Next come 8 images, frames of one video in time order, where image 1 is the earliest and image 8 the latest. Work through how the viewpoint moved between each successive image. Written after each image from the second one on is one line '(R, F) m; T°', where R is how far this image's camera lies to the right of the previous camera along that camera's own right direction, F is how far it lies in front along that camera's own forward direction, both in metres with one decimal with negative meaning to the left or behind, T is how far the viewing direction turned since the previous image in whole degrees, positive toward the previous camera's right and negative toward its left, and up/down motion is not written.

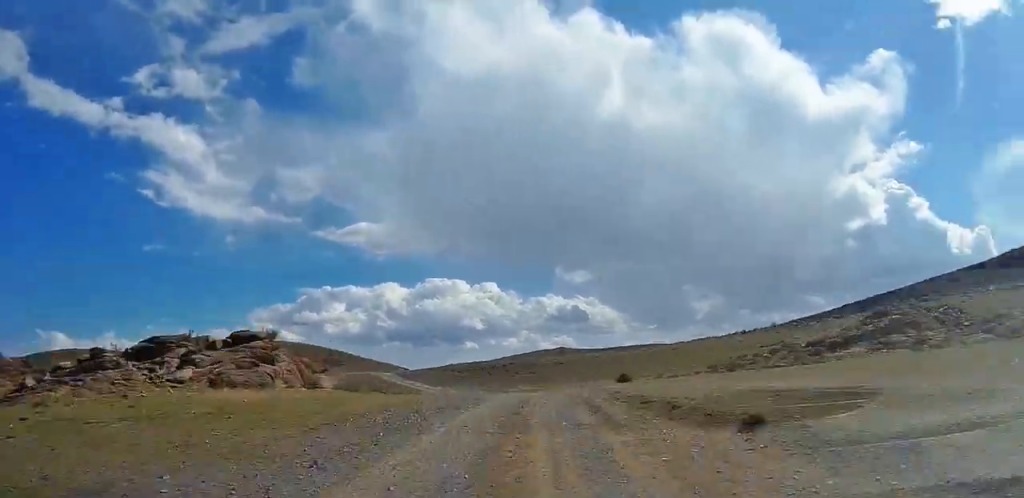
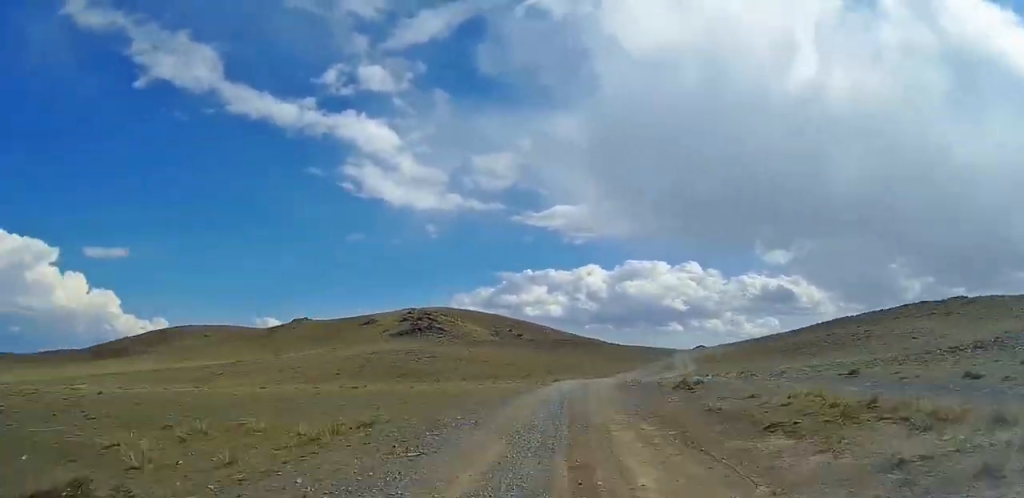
(-3.8, +158.3) m; +4°
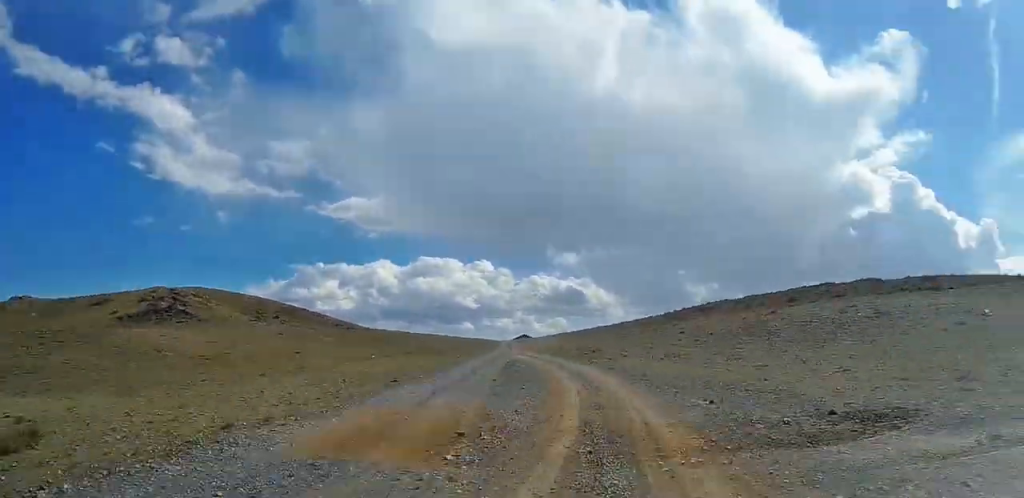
(+3.0, +43.1) m; +4°
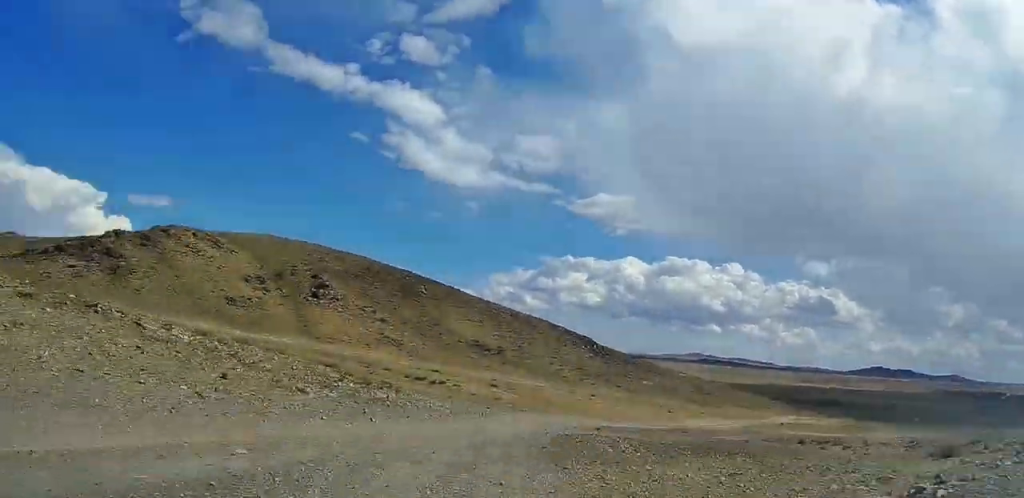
(-1.6, +95.7) m; 0°
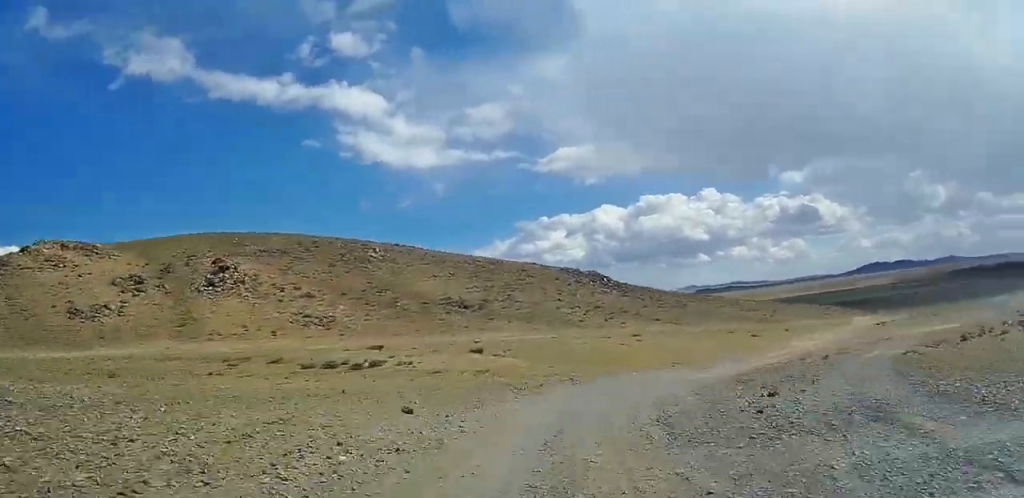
(-5.1, +47.0) m; +7°
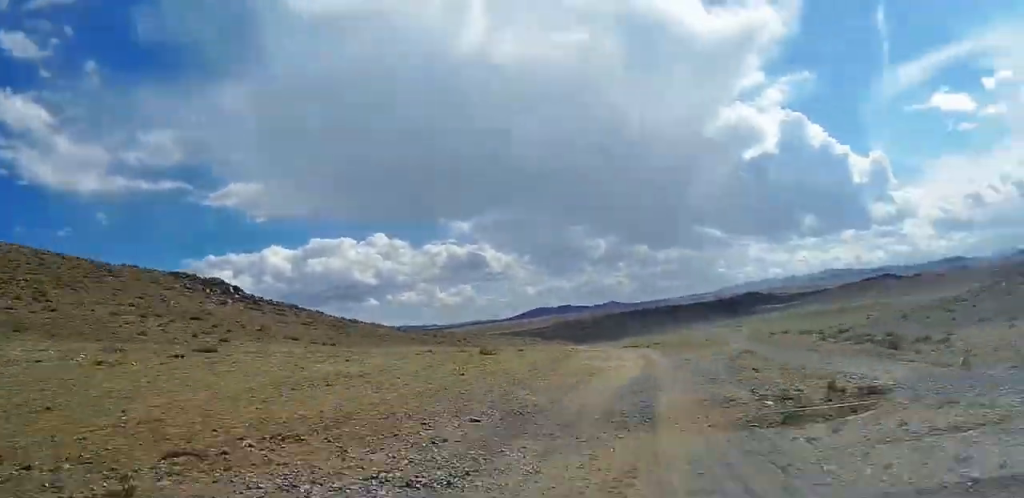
(+10.5, +45.5) m; +9°
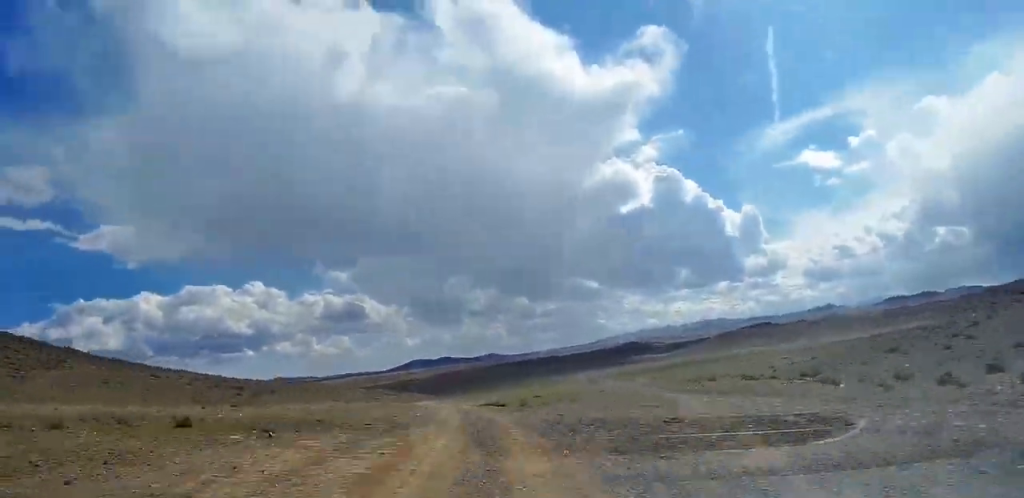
(+2.1, +31.9) m; +4°
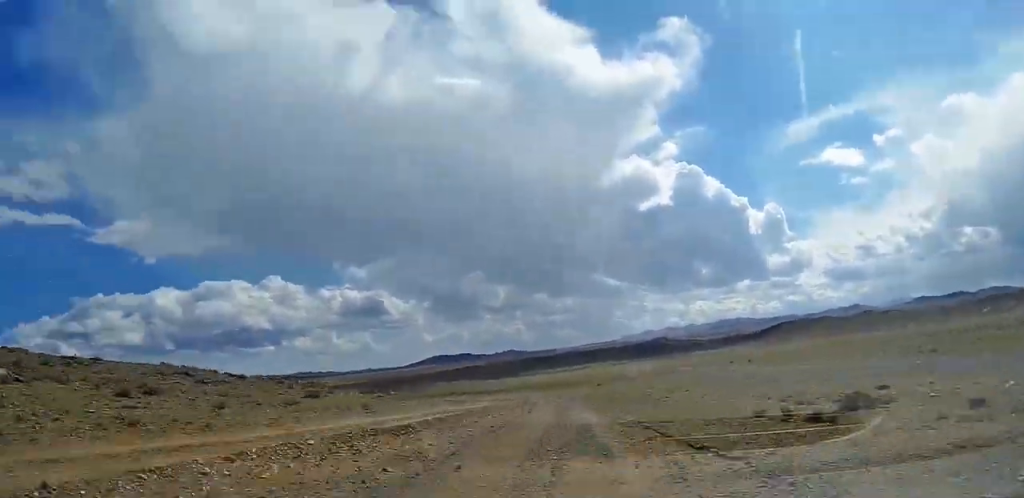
(-1.0, +98.7) m; -5°
